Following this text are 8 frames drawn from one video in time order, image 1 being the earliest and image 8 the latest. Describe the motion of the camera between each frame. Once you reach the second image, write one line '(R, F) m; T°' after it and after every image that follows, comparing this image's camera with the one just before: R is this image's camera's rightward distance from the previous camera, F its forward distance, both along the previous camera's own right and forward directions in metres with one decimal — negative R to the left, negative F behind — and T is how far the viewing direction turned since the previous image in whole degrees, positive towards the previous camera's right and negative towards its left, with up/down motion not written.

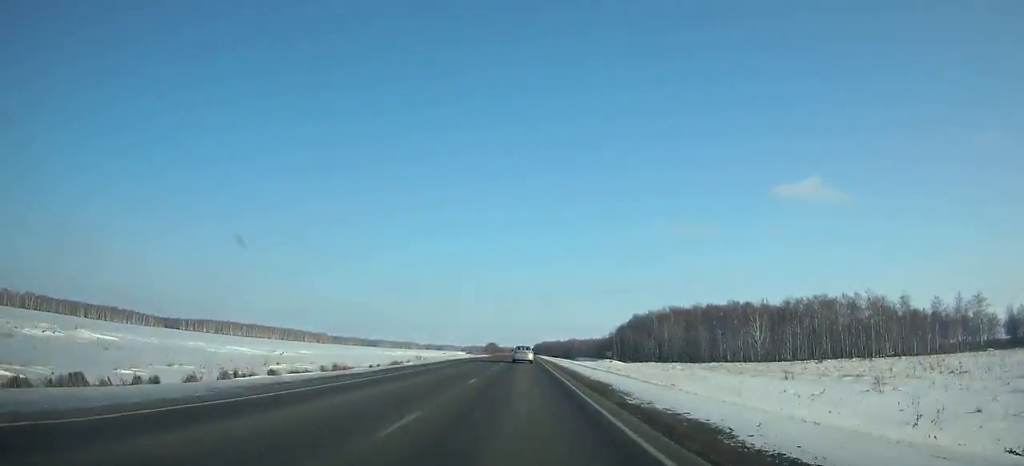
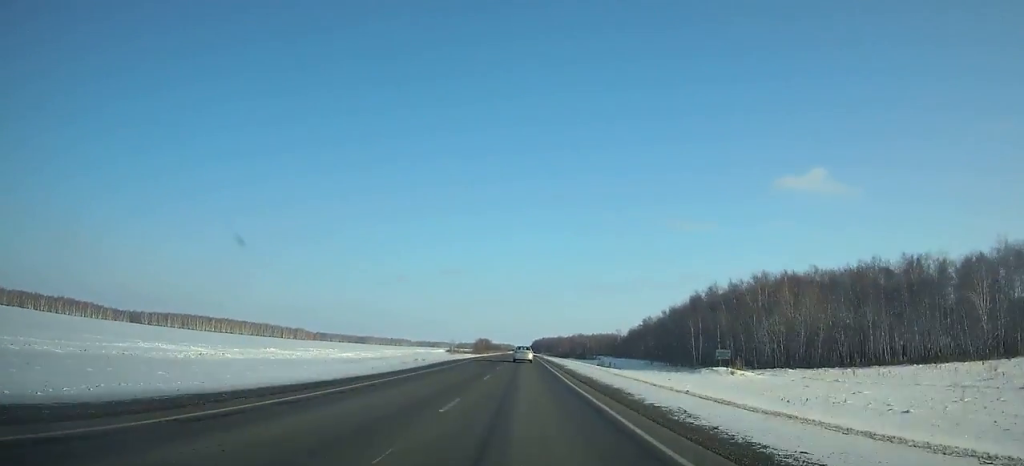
(0.0, +79.6) m; 0°
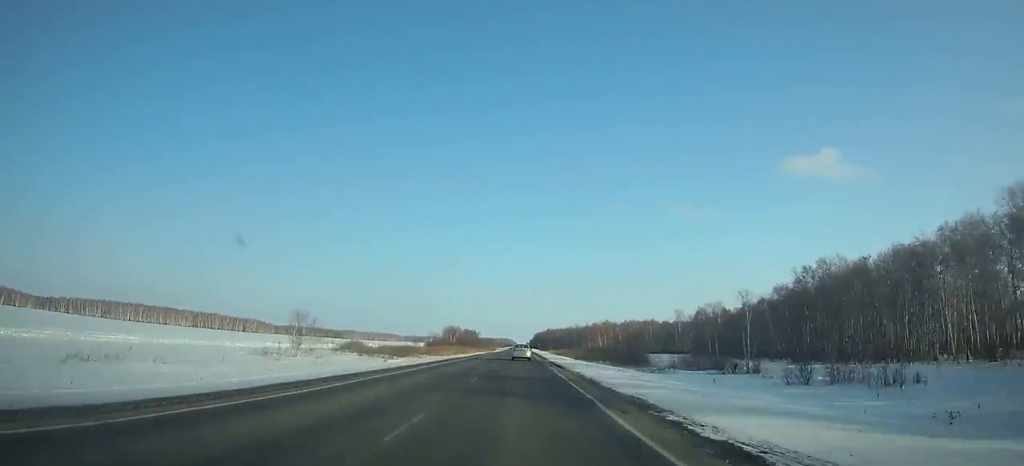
(+0.2, +148.6) m; 0°
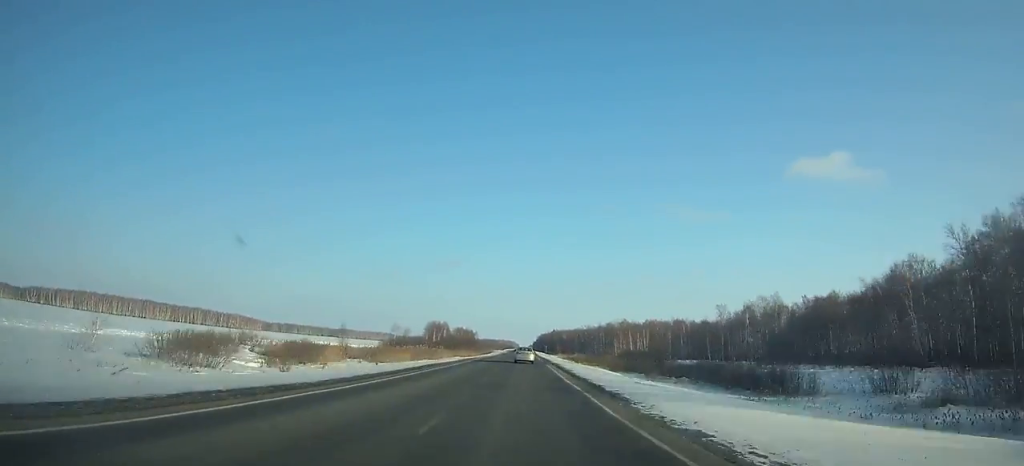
(0.0, +45.5) m; 0°
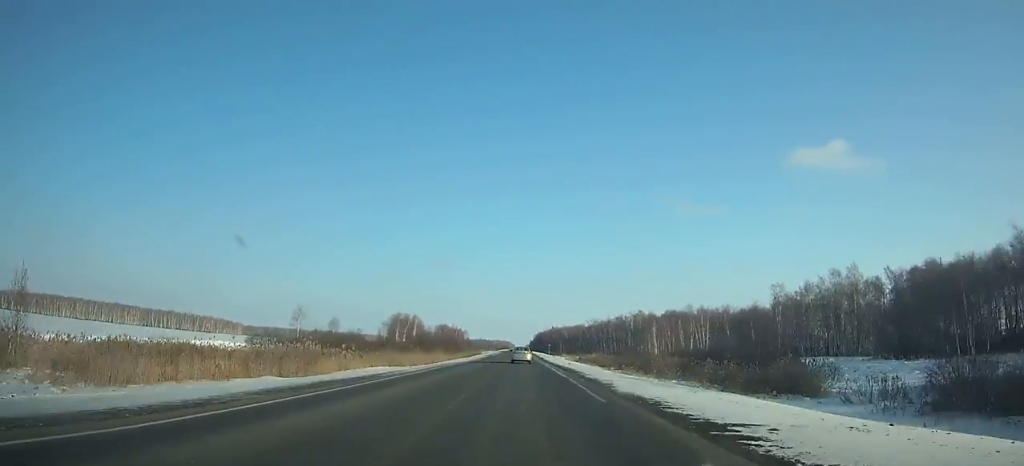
(0.0, +45.7) m; 0°
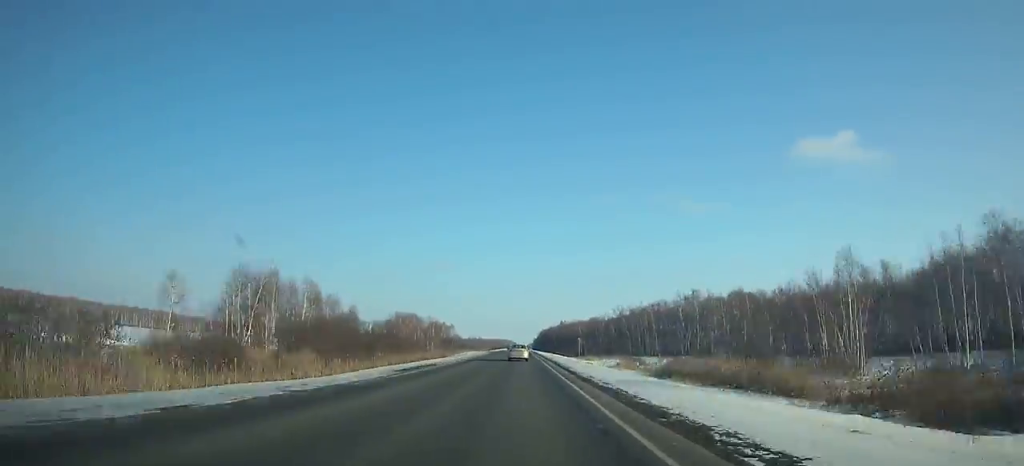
(+0.1, +71.6) m; 0°
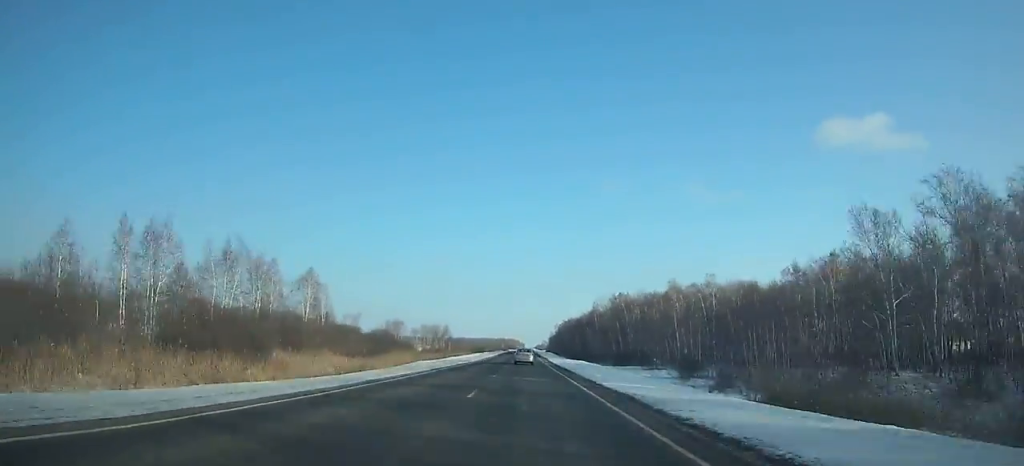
(-0.8, +175.0) m; 0°
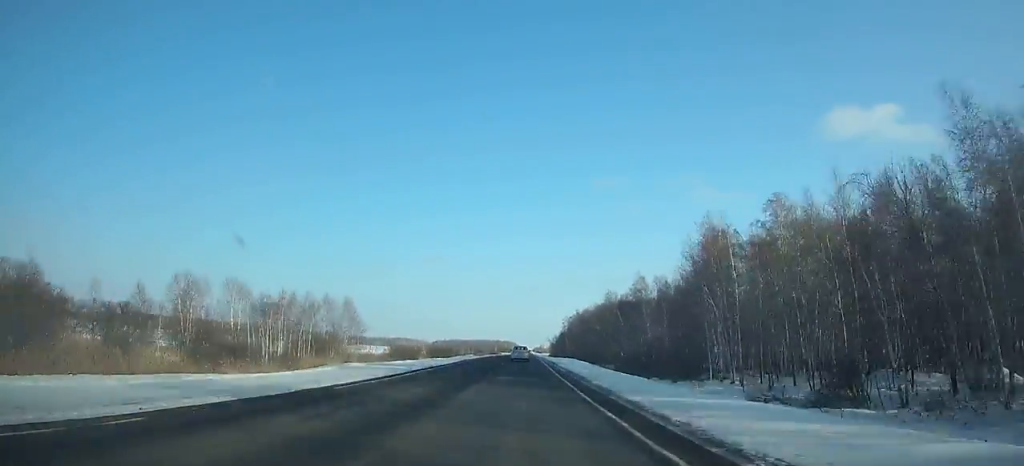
(+0.2, +94.3) m; 0°
